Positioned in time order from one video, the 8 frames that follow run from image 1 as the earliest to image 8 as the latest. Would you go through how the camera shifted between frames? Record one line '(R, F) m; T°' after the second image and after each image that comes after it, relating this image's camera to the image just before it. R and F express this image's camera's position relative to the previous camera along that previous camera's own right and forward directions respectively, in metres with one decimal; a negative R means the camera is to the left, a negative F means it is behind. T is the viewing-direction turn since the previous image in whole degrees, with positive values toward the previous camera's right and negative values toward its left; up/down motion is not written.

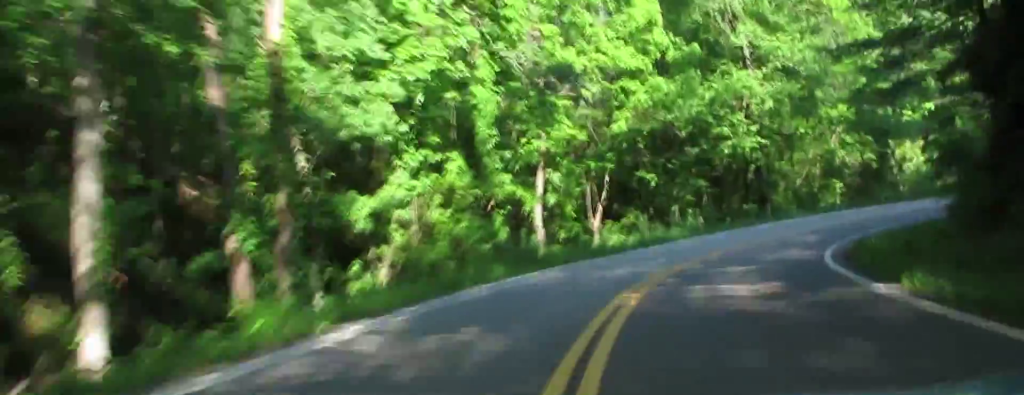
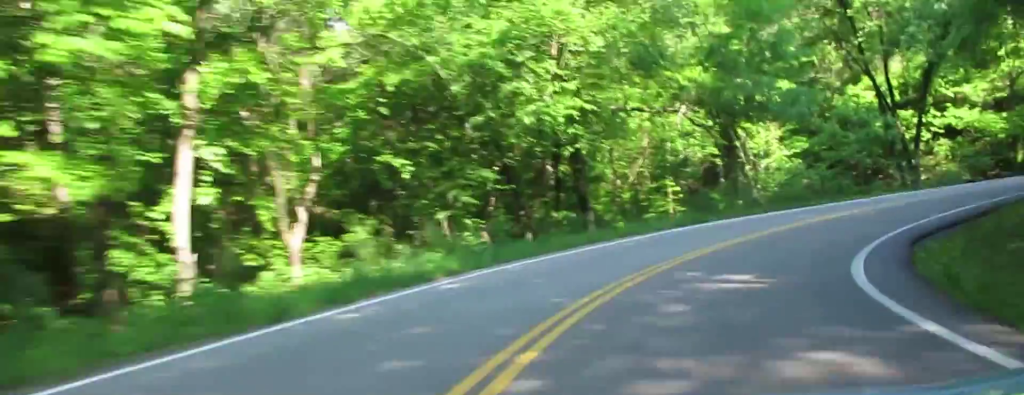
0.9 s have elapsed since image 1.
(+2.1, +18.8) m; +23°
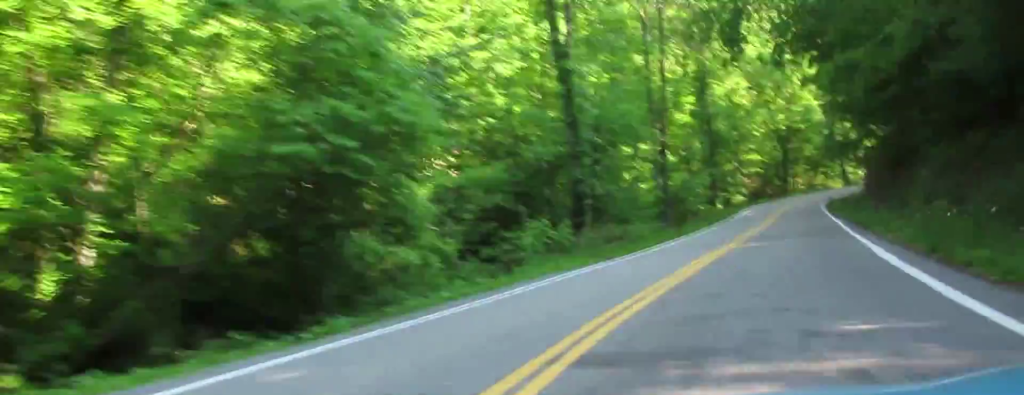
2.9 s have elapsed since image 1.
(+11.1, +39.3) m; +24°
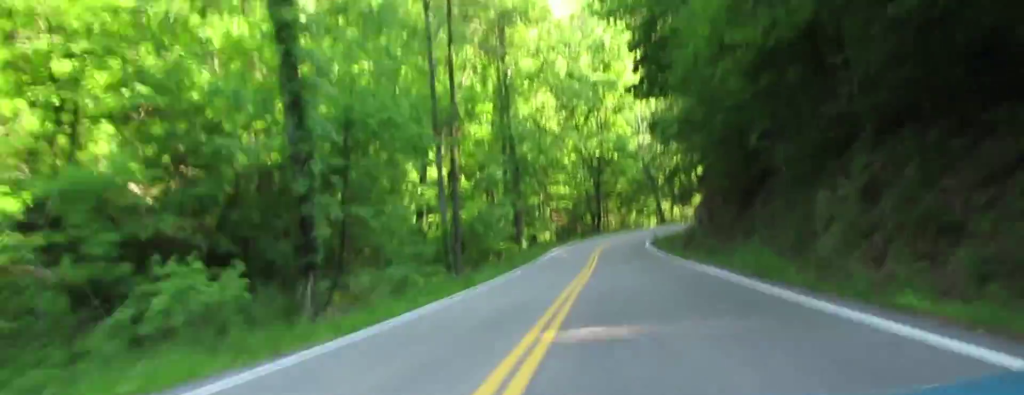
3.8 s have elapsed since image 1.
(+3.3, +16.3) m; +9°
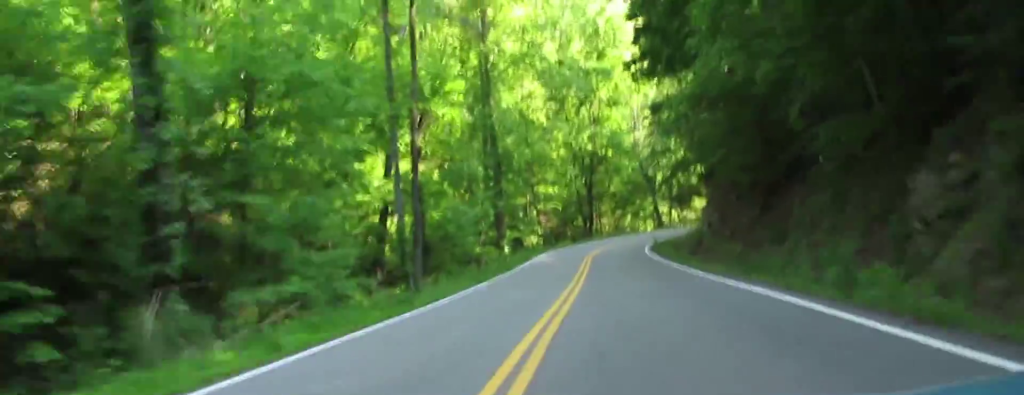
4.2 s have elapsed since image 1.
(-0.4, +7.8) m; -1°
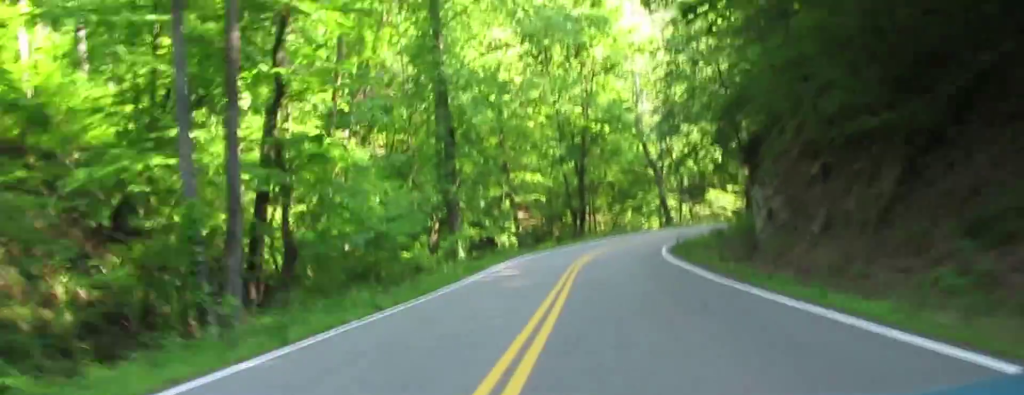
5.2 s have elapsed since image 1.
(-0.4, +16.4) m; -1°
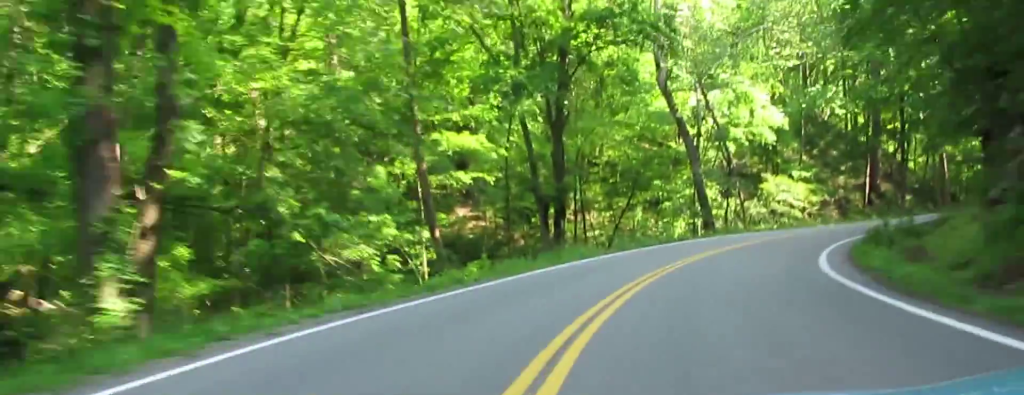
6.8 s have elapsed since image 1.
(+0.3, +27.7) m; +5°
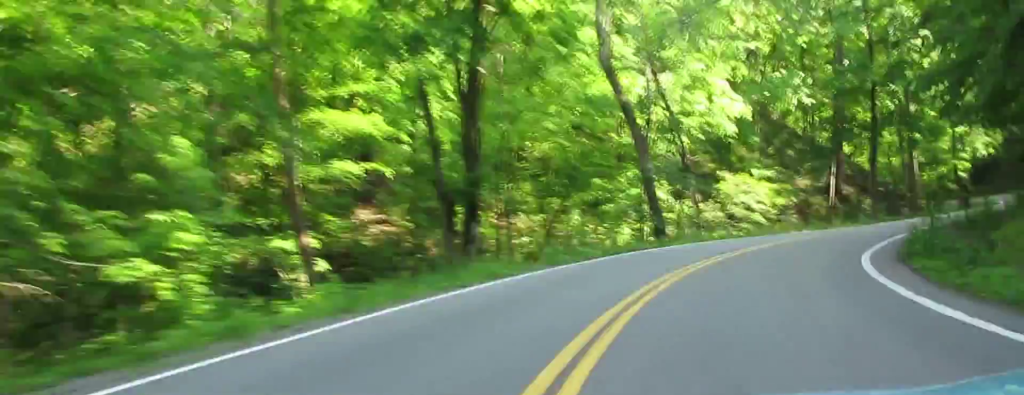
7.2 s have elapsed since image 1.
(-0.1, +8.3) m; +7°
